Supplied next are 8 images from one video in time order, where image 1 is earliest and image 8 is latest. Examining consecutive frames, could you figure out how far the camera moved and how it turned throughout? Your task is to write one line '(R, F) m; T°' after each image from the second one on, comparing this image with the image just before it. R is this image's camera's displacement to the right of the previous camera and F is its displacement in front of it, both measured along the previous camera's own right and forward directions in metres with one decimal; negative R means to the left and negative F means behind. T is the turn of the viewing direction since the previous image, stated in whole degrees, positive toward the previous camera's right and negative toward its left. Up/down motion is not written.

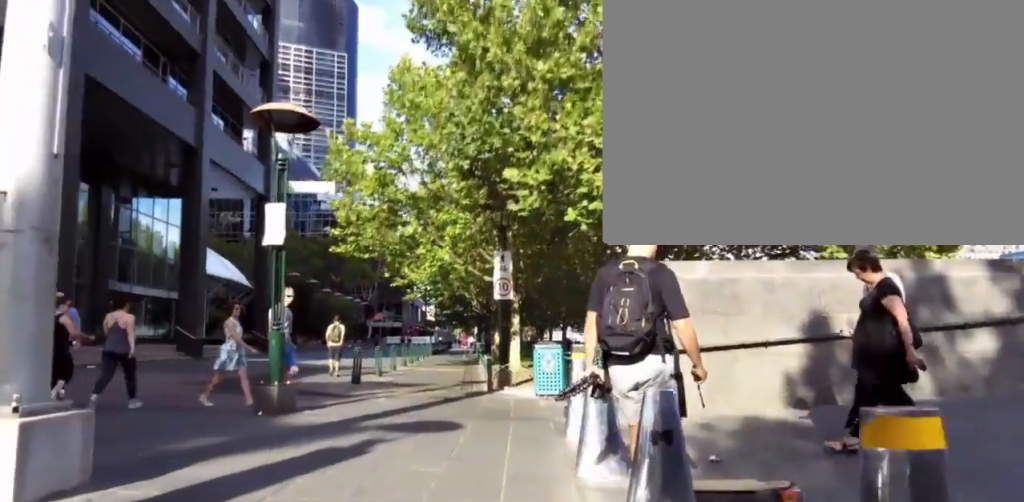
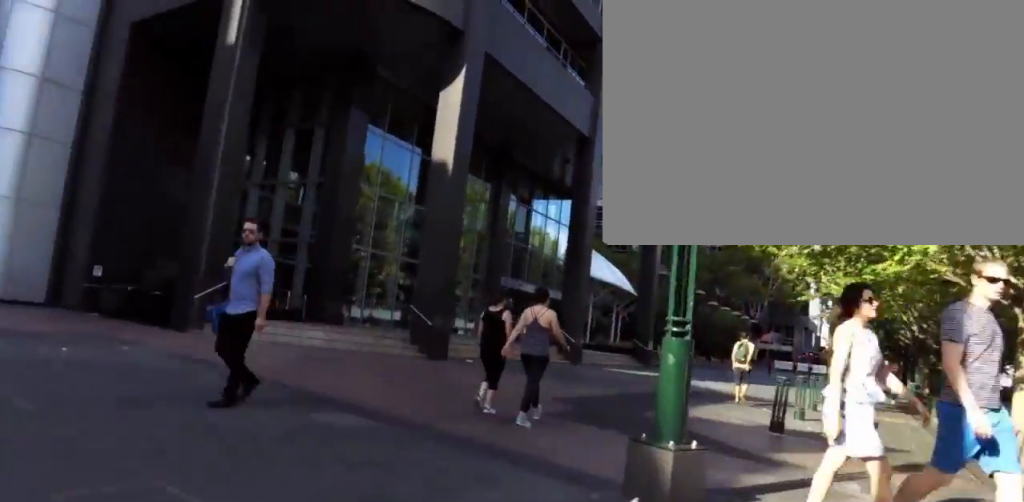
(-2.1, +4.9) m; -28°
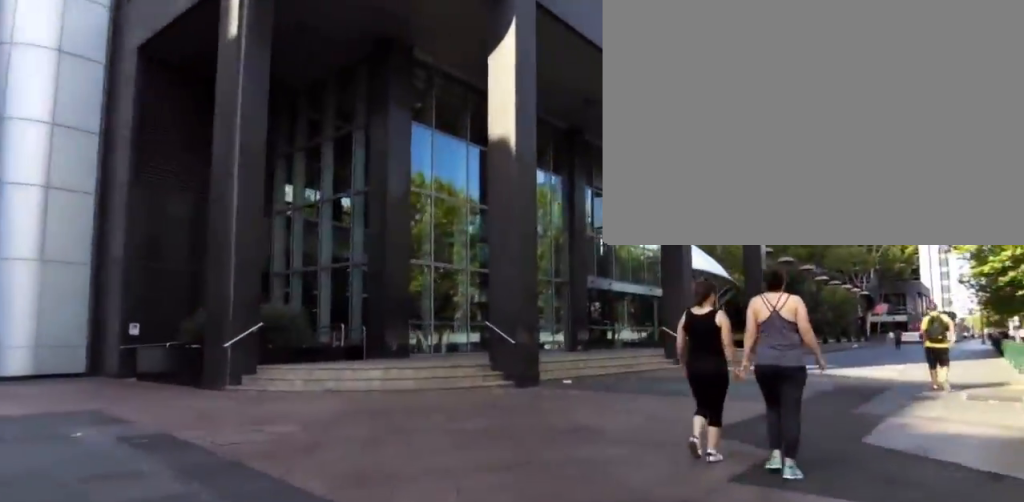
(-0.2, +3.8) m; -3°
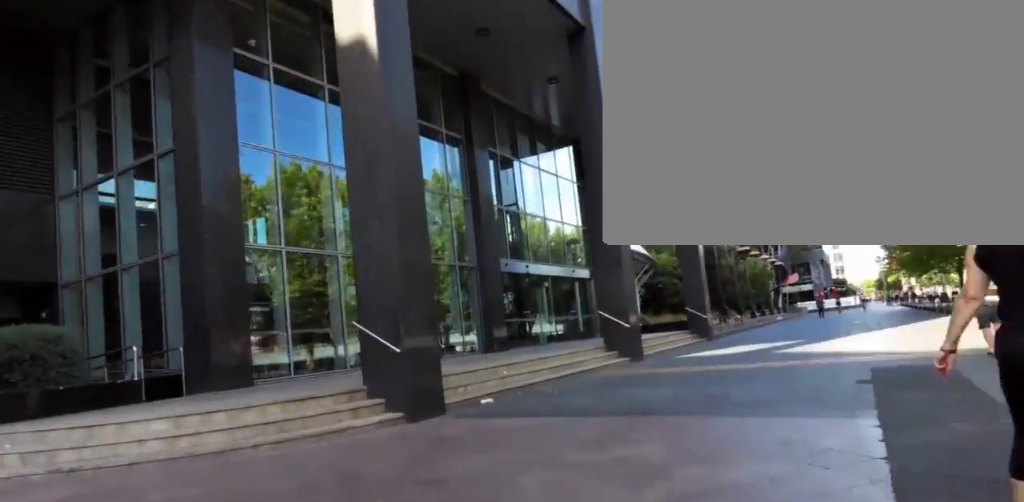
(+0.1, +4.7) m; +9°
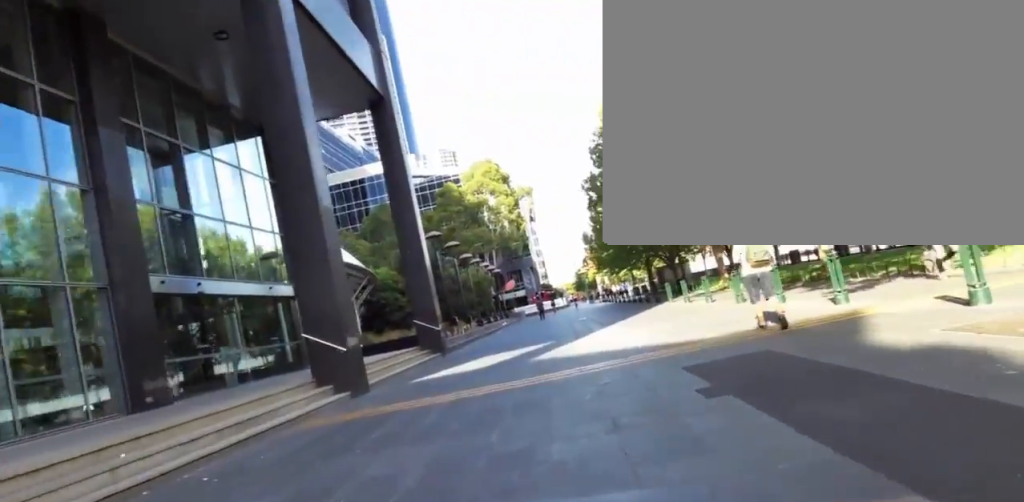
(+0.1, +3.4) m; +19°
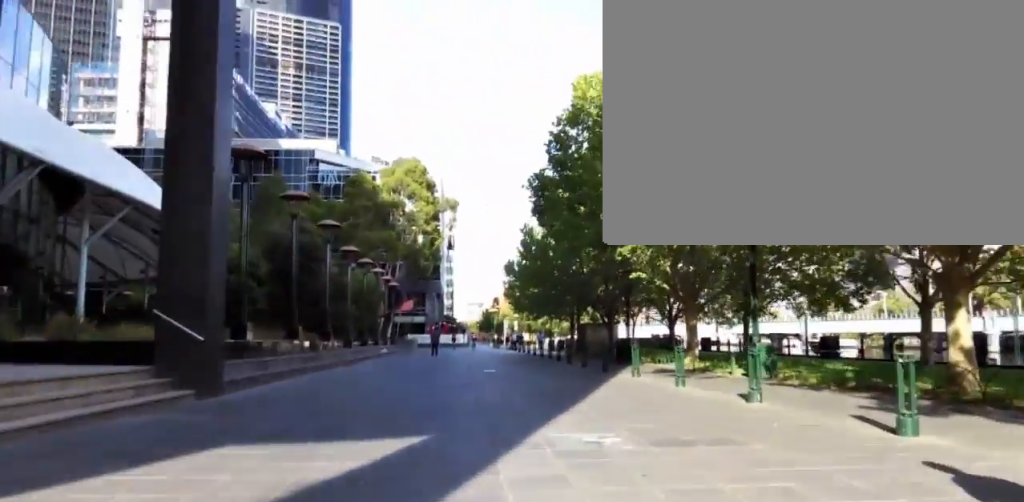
(+0.8, +9.9) m; +5°
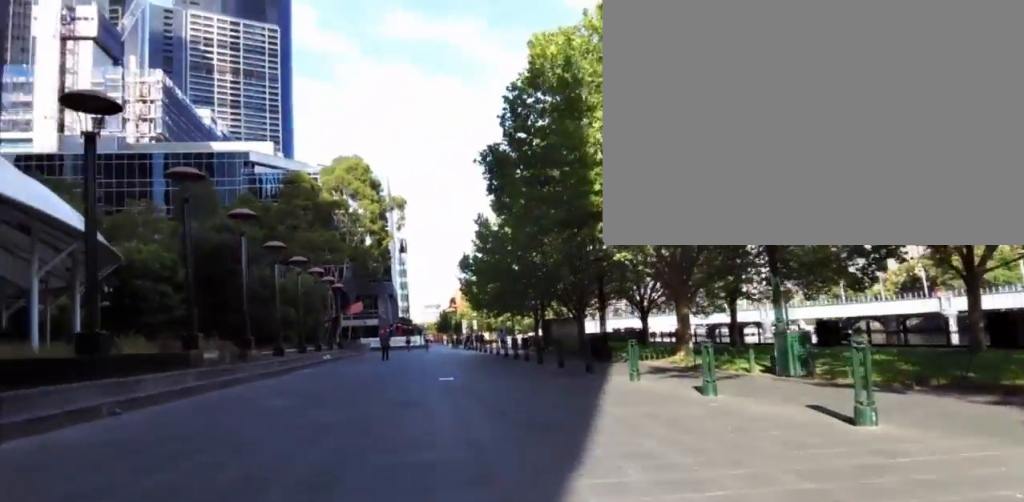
(+1.0, +3.8) m; 0°
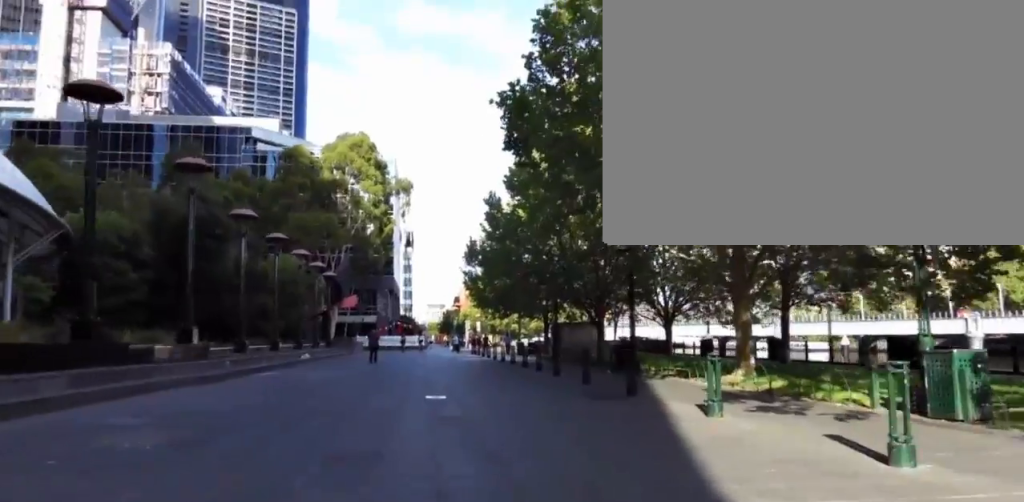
(-0.8, +4.3) m; -9°
